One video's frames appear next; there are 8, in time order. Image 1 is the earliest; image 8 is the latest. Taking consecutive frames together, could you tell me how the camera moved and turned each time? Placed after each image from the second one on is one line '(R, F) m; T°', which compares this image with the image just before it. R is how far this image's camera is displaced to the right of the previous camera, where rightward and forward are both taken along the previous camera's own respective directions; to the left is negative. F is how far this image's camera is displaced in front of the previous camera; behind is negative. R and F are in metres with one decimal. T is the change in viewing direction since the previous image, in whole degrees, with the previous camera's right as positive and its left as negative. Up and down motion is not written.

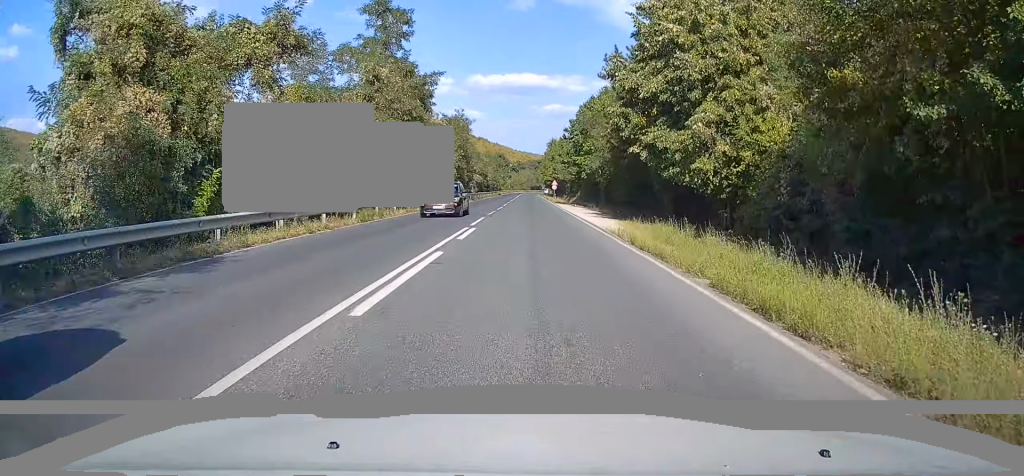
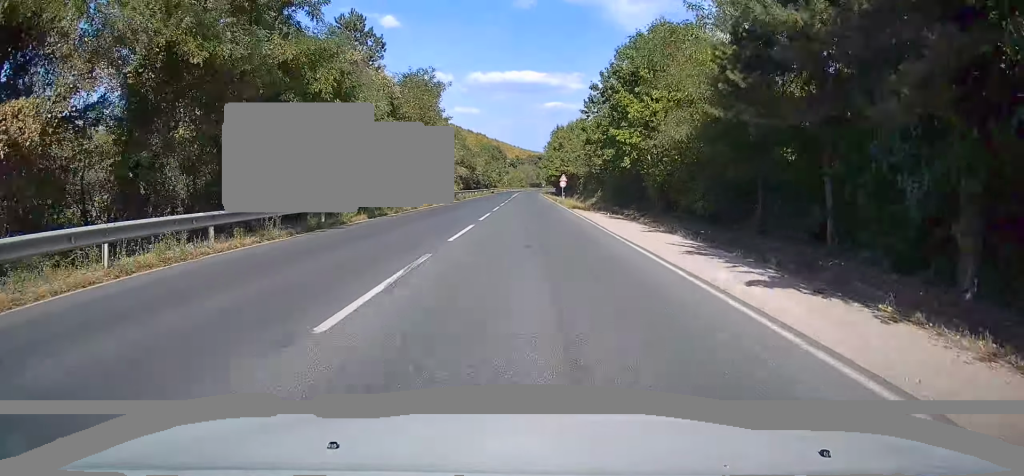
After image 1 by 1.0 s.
(0.0, +24.5) m; 0°
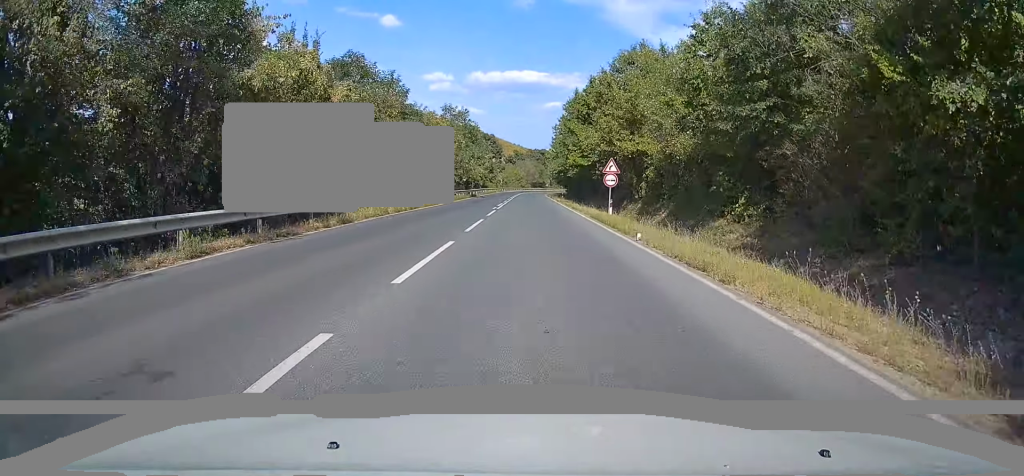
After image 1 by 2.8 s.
(-0.1, +41.7) m; 0°
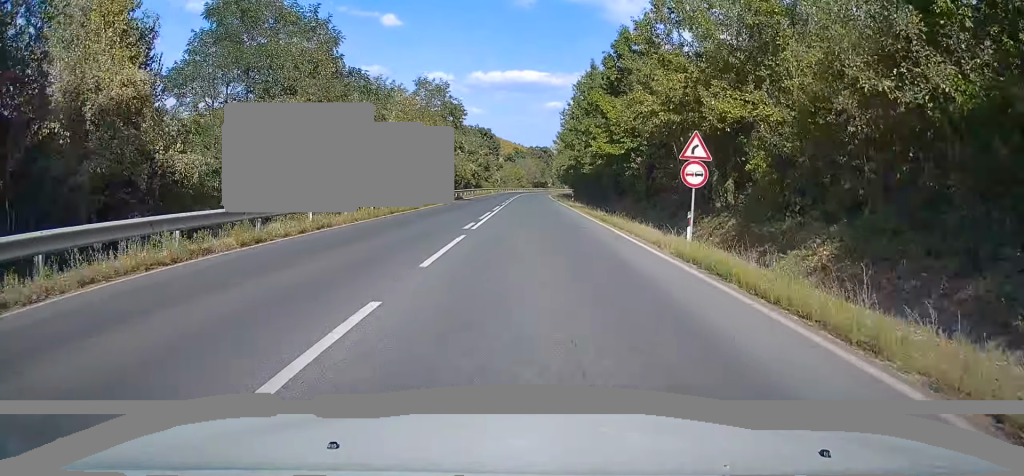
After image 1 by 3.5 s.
(-0.1, +16.3) m; 0°
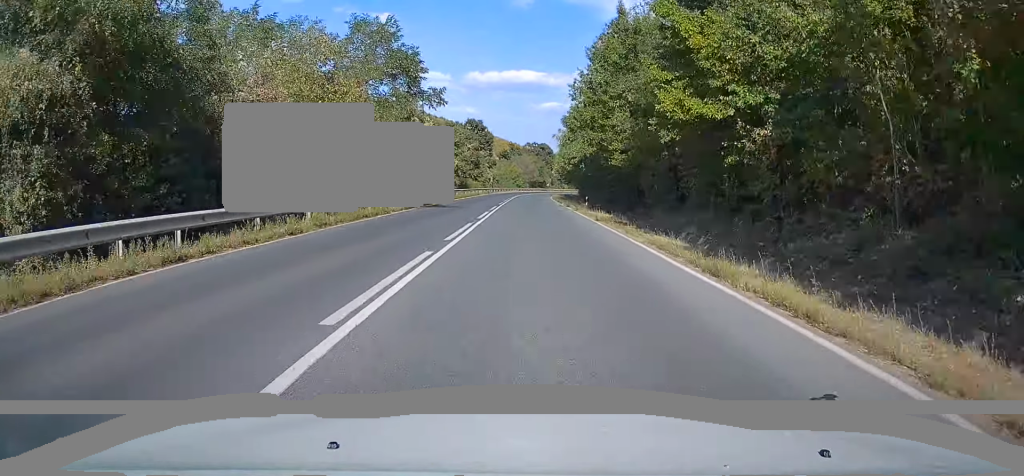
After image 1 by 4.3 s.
(0.0, +17.8) m; 0°
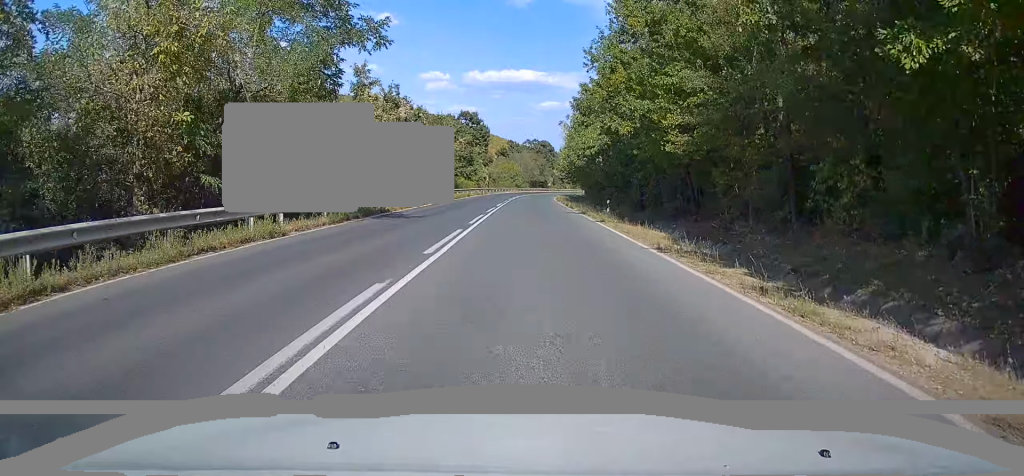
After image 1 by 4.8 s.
(0.0, +12.3) m; 0°
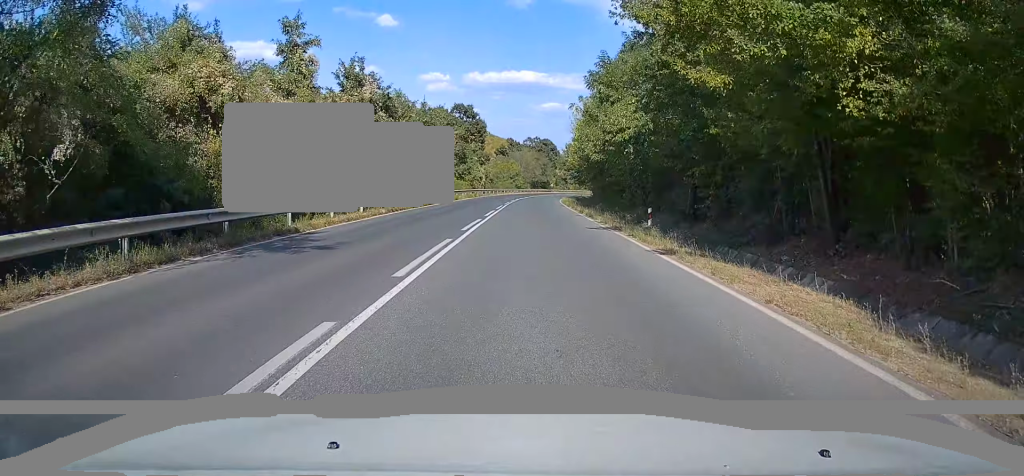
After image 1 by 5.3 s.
(0.0, +11.5) m; 0°
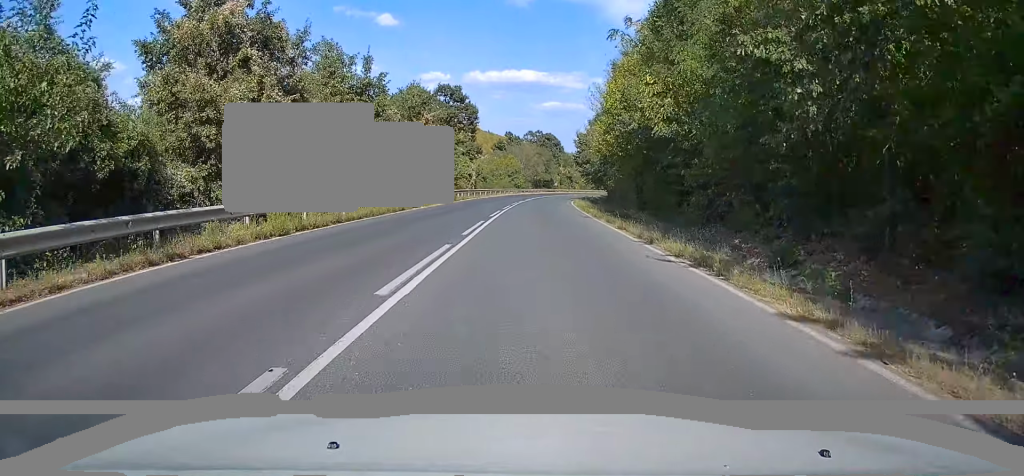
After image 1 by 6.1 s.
(0.0, +19.2) m; 0°
